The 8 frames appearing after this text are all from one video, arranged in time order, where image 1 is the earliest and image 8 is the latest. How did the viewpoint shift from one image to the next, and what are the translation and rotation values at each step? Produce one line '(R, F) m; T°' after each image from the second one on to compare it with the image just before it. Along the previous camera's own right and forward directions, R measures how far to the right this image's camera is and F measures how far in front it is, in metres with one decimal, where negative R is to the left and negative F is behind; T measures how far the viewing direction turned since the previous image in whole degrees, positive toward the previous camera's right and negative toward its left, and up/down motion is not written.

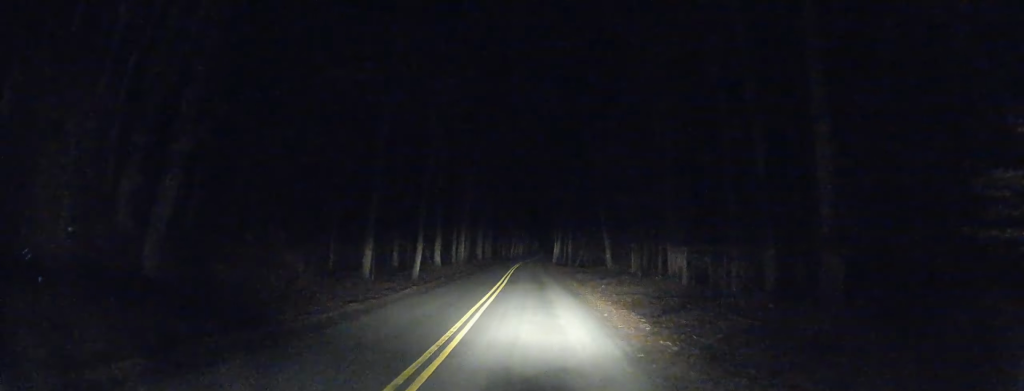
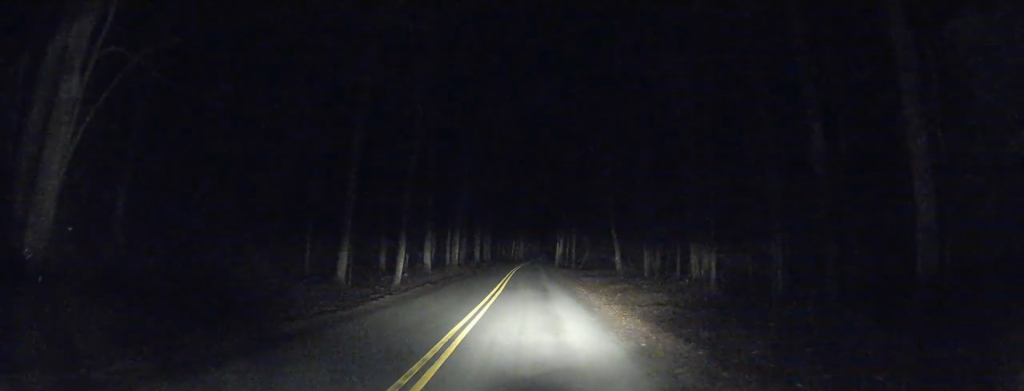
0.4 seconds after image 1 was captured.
(0.0, +4.8) m; 0°
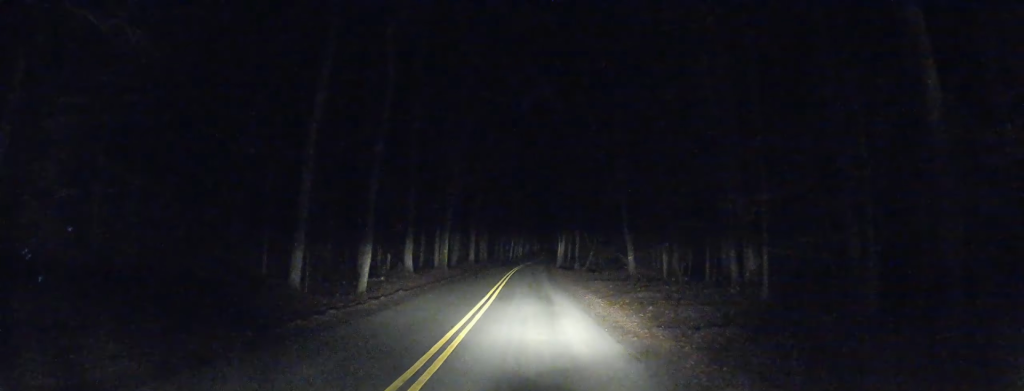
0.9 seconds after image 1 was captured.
(0.0, +5.9) m; 0°
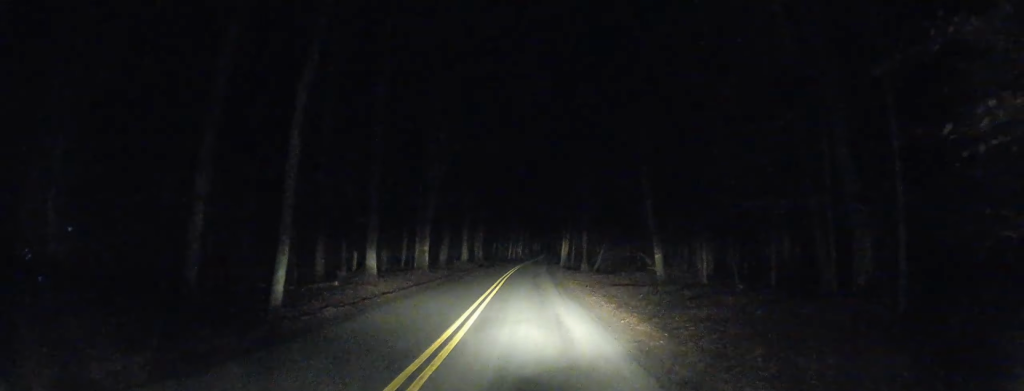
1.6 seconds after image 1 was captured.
(+0.1, +7.8) m; 0°
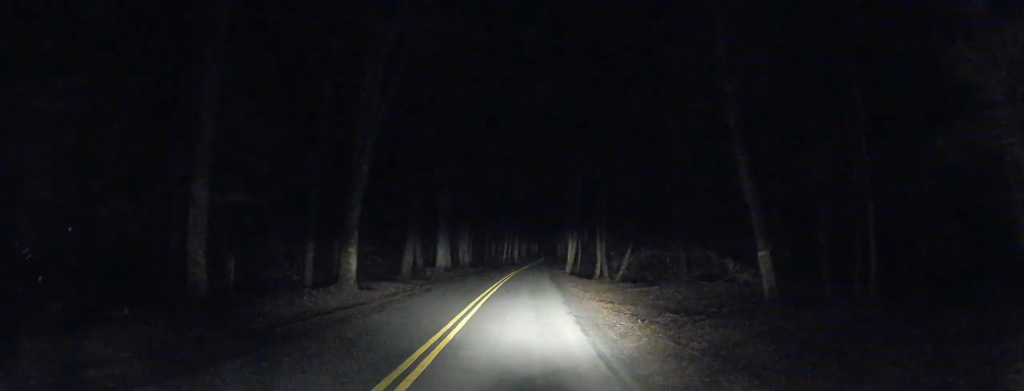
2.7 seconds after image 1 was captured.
(-0.1, +13.6) m; 0°
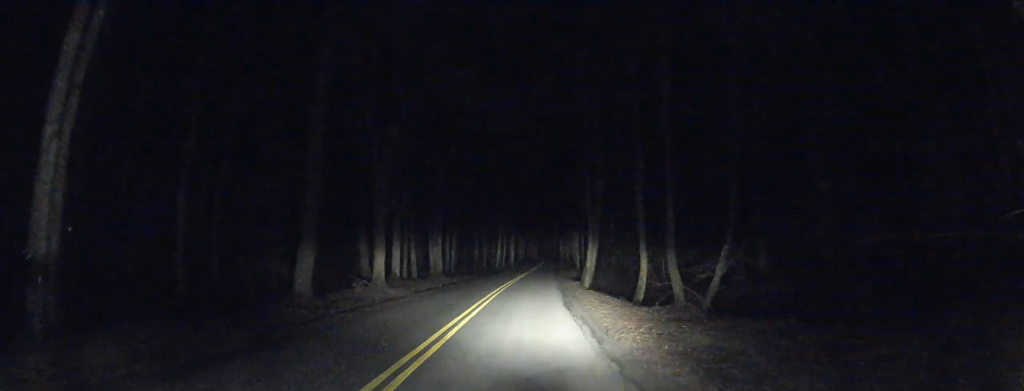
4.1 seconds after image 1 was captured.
(+0.2, +17.6) m; +1°
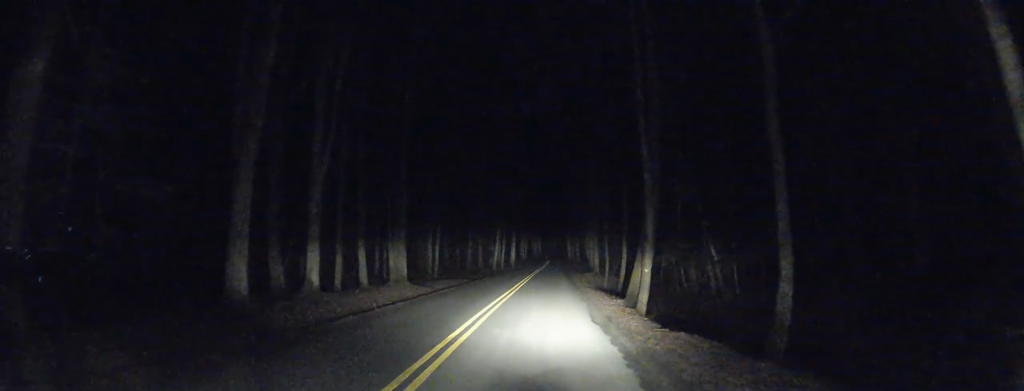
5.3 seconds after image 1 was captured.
(+0.2, +14.3) m; +2°
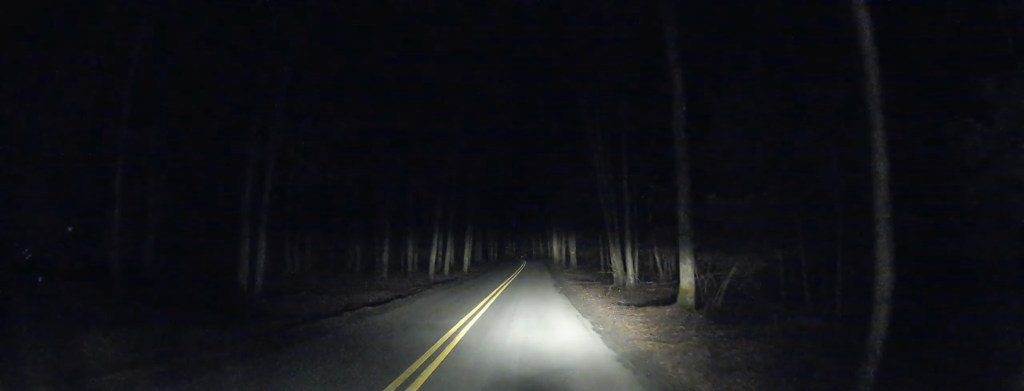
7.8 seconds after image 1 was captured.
(+0.8, +32.3) m; +3°
